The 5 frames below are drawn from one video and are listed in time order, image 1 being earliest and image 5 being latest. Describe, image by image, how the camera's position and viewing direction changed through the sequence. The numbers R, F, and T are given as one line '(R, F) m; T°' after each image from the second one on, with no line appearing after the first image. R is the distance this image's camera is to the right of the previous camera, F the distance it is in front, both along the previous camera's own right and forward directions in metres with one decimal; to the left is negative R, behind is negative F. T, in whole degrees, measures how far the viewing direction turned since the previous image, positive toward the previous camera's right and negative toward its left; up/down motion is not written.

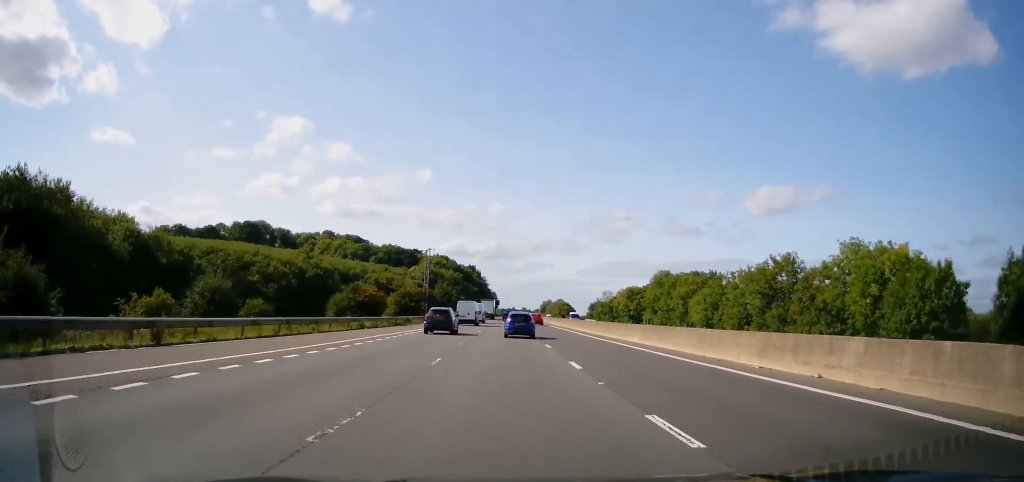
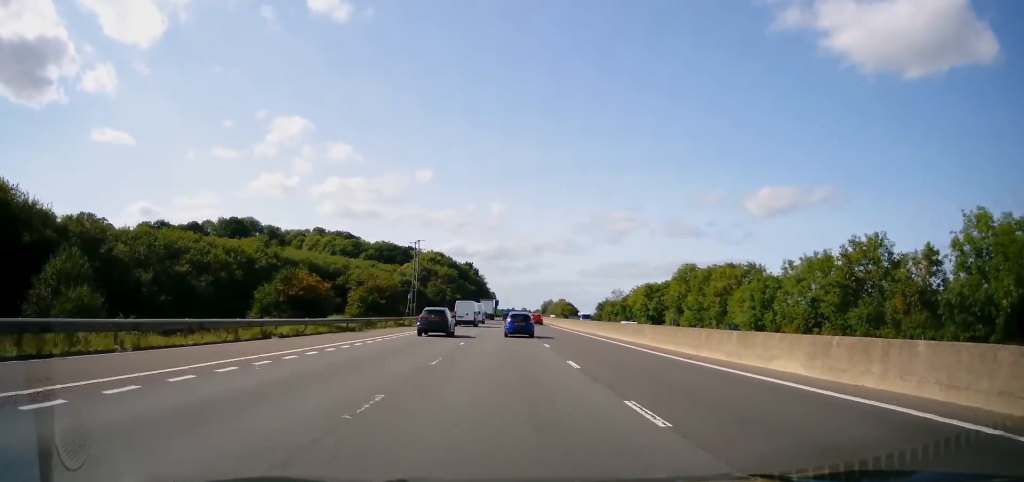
(+0.2, +21.1) m; 0°
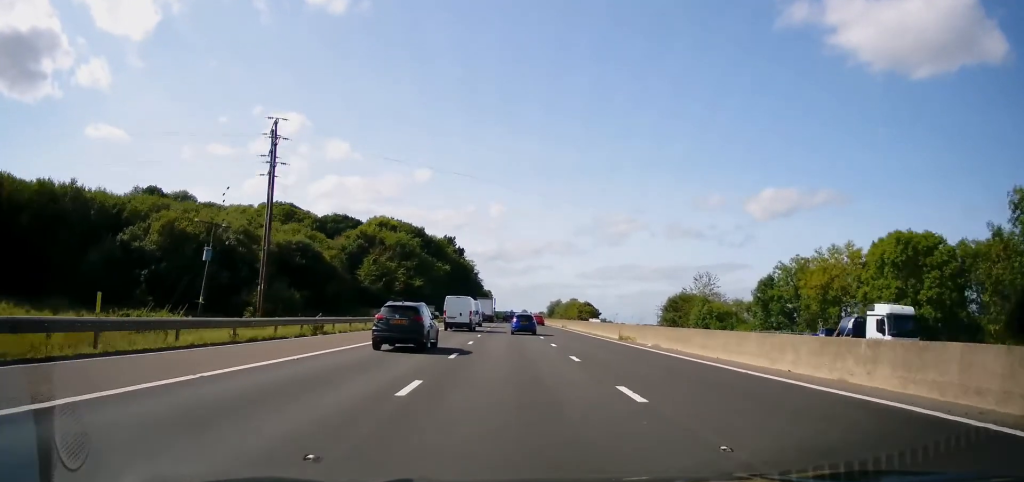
(-0.4, +84.5) m; 0°
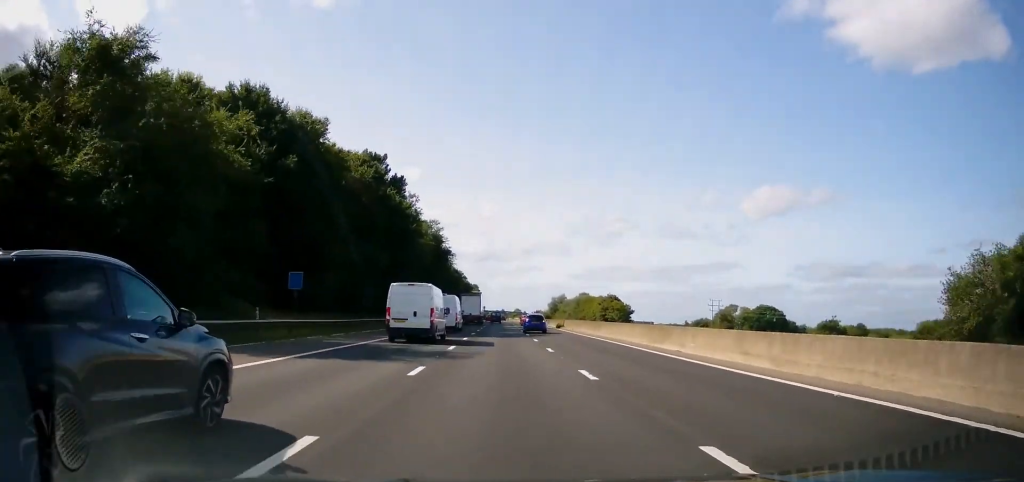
(-0.2, +76.5) m; 0°
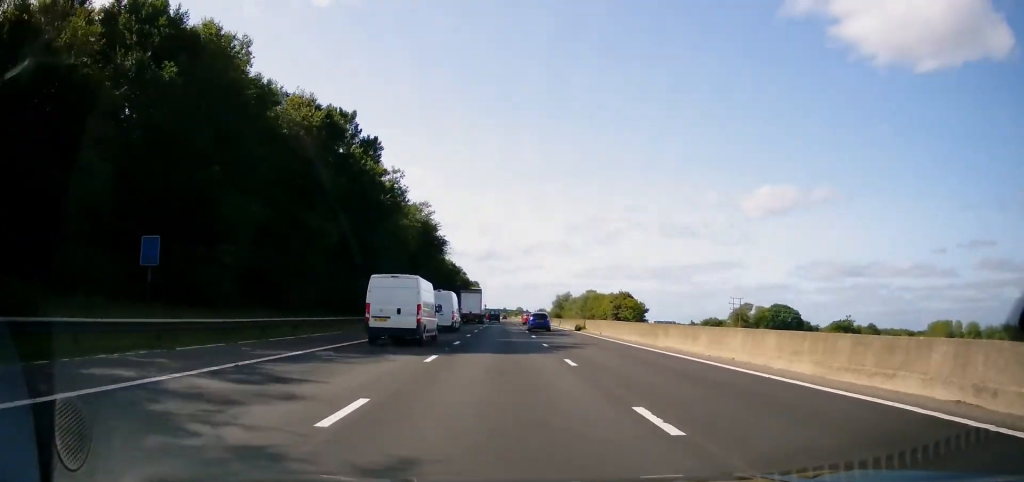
(+0.1, +15.8) m; 0°
